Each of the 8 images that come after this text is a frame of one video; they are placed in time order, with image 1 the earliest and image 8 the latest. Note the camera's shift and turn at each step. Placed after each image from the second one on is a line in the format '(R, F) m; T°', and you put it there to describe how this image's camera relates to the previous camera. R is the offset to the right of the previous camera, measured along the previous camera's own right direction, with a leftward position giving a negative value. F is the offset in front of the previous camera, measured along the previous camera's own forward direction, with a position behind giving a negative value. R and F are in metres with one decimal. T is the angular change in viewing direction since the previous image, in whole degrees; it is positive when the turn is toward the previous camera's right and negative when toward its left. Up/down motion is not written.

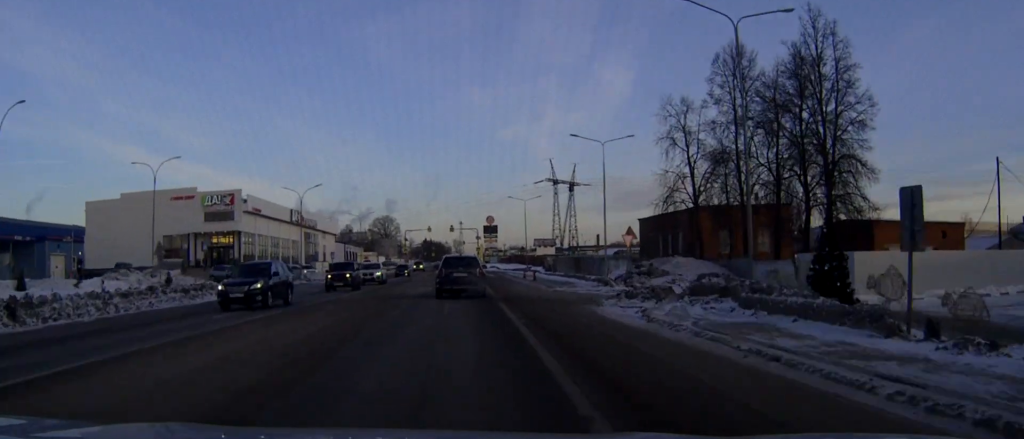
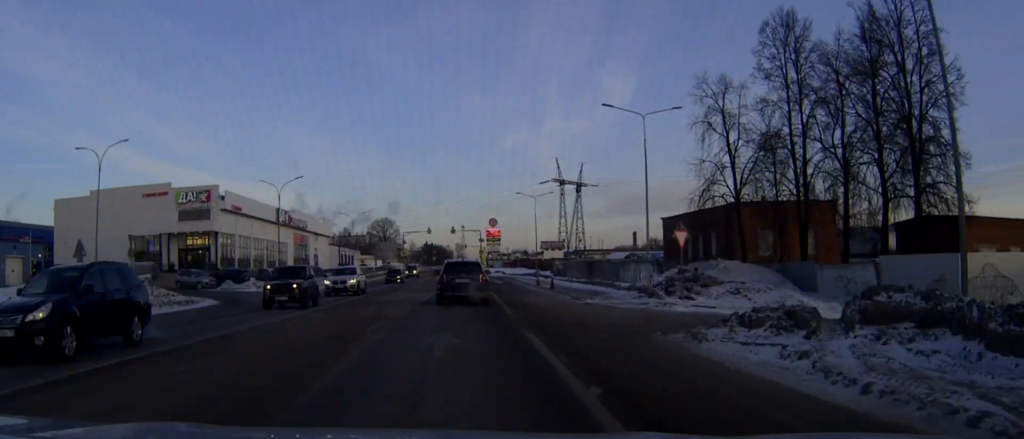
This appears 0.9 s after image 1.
(+0.1, +9.5) m; 0°
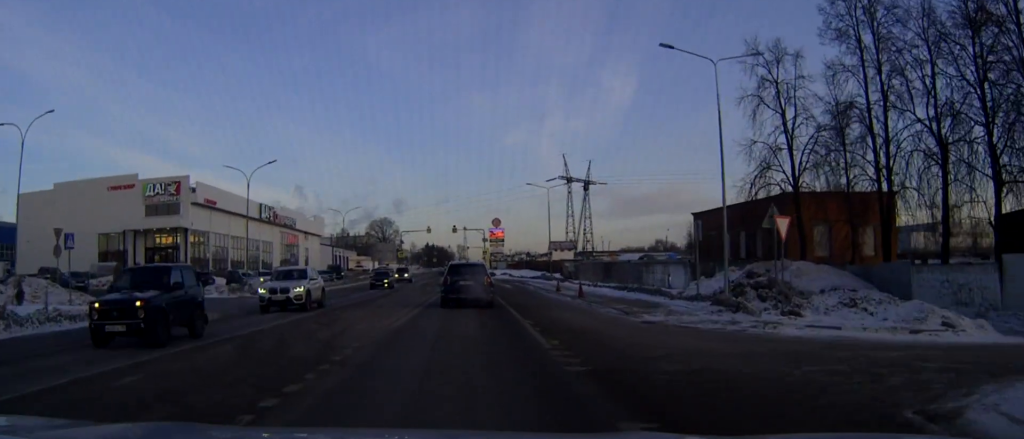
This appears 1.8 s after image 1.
(0.0, +9.7) m; -1°
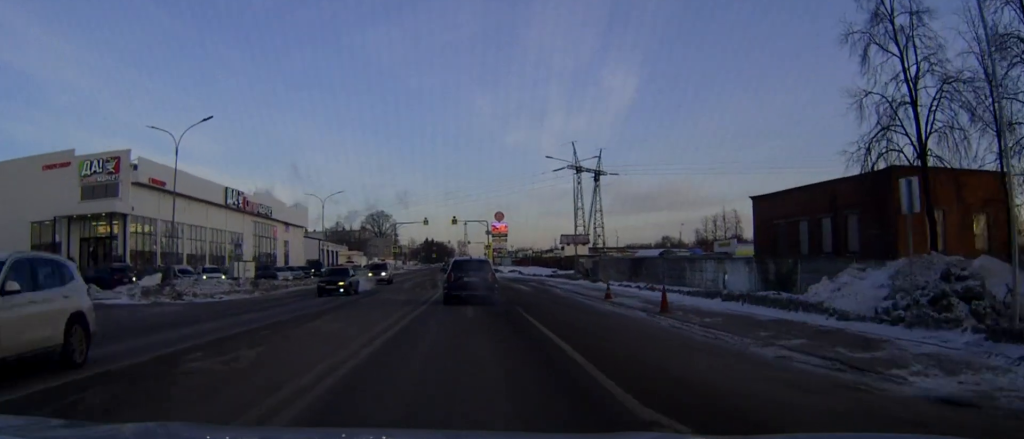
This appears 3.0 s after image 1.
(-0.1, +13.8) m; 0°
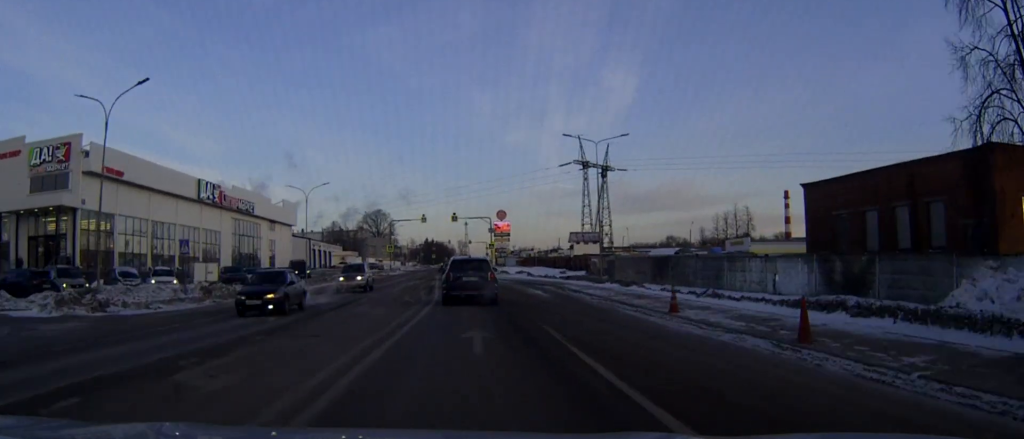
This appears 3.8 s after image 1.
(0.0, +8.4) m; 0°
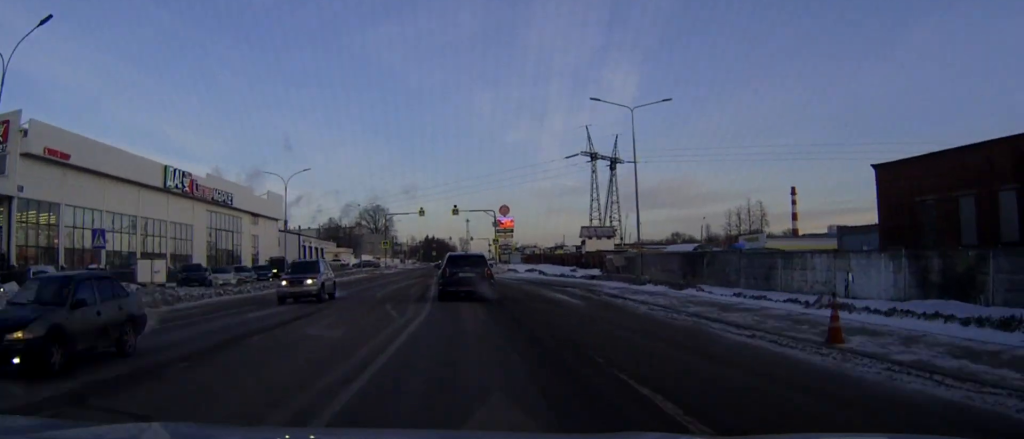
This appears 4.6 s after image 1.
(0.0, +8.7) m; 0°
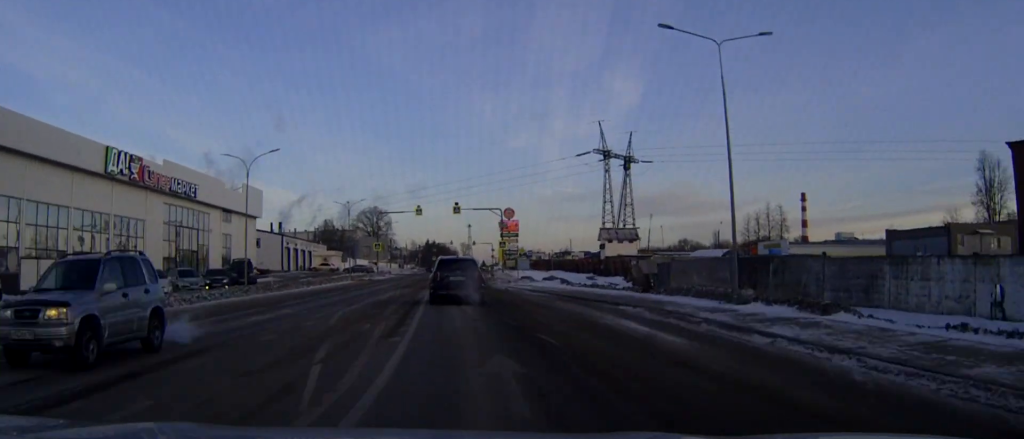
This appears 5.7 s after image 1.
(0.0, +11.6) m; 0°
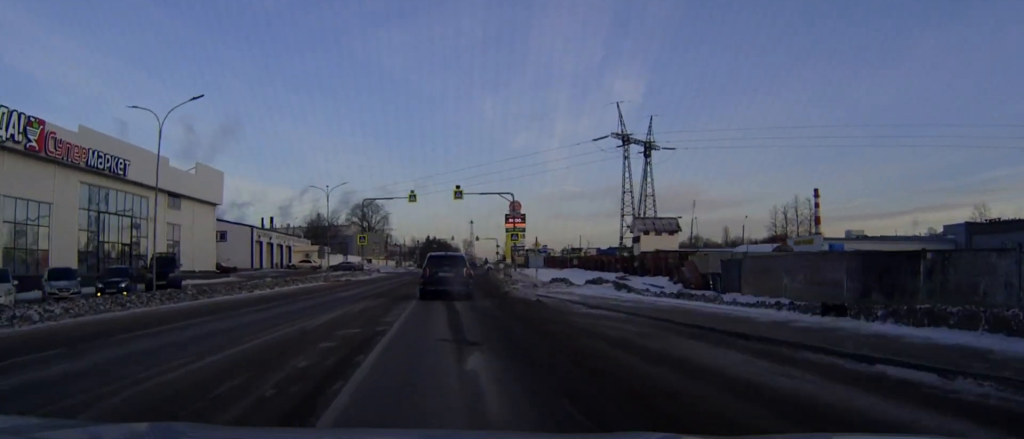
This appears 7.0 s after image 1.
(0.0, +15.1) m; 0°
